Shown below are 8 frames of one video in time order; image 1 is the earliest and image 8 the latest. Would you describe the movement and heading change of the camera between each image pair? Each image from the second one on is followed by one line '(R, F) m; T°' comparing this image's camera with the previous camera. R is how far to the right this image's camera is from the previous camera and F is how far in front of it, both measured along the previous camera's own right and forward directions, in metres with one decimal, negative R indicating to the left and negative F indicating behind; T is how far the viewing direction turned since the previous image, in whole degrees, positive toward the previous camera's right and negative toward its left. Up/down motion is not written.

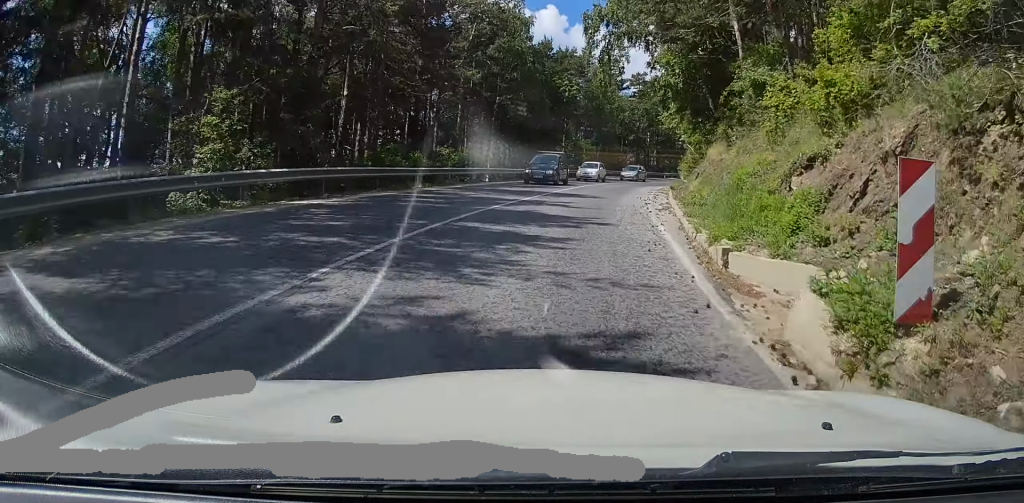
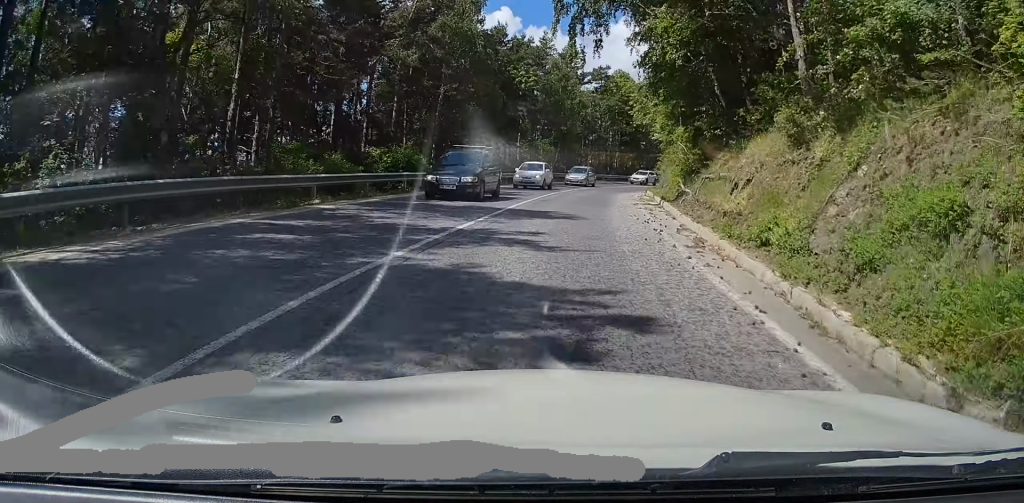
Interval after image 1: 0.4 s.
(+0.6, +9.2) m; +2°
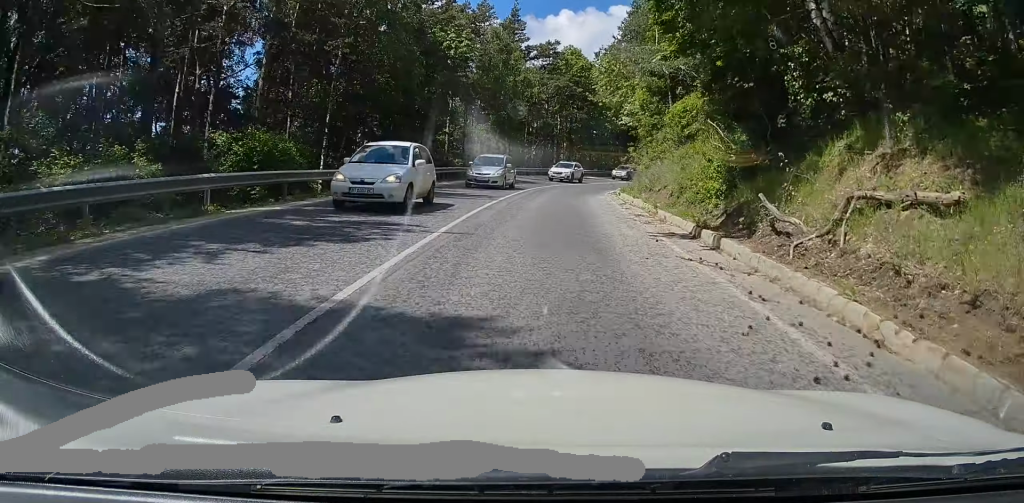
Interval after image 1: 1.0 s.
(+0.6, +14.7) m; +3°
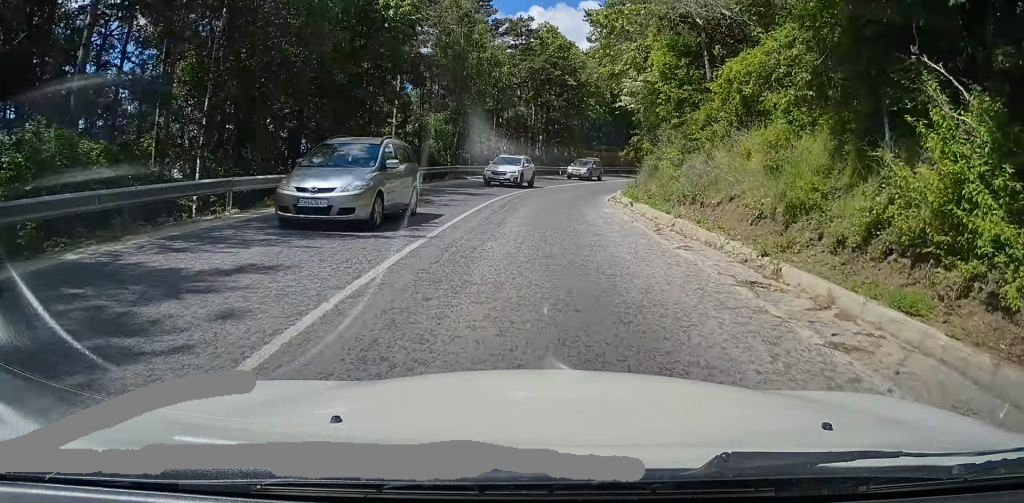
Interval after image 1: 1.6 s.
(0.0, +12.5) m; +2°
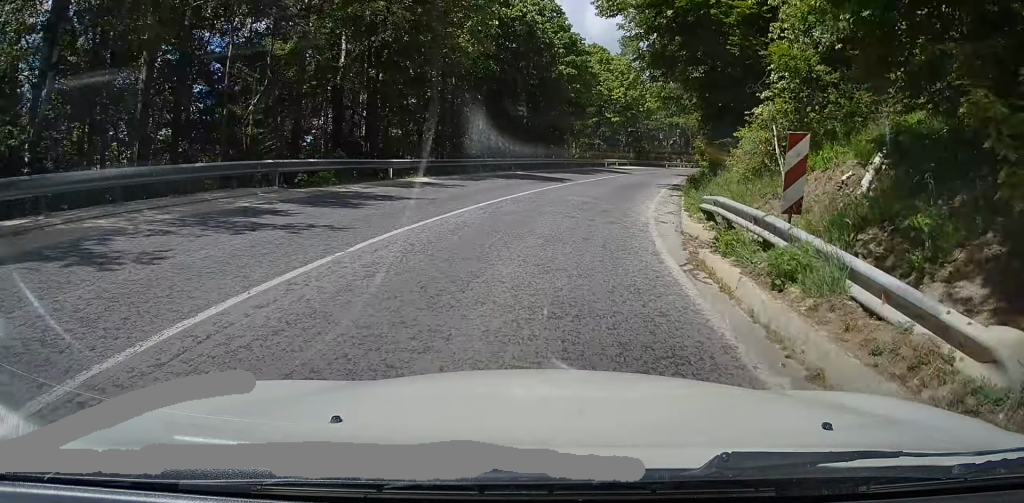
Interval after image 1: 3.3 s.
(+3.6, +38.6) m; +10°
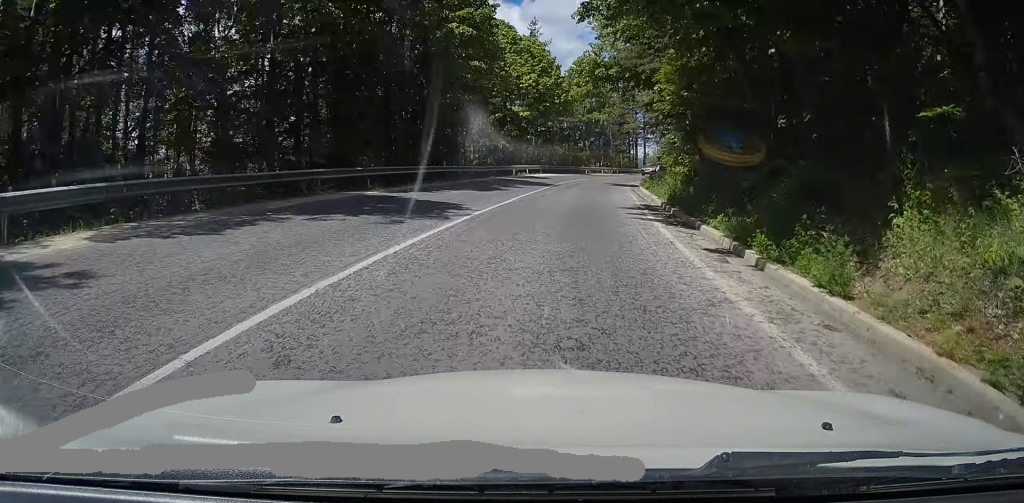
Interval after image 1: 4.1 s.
(+0.7, +18.5) m; +4°
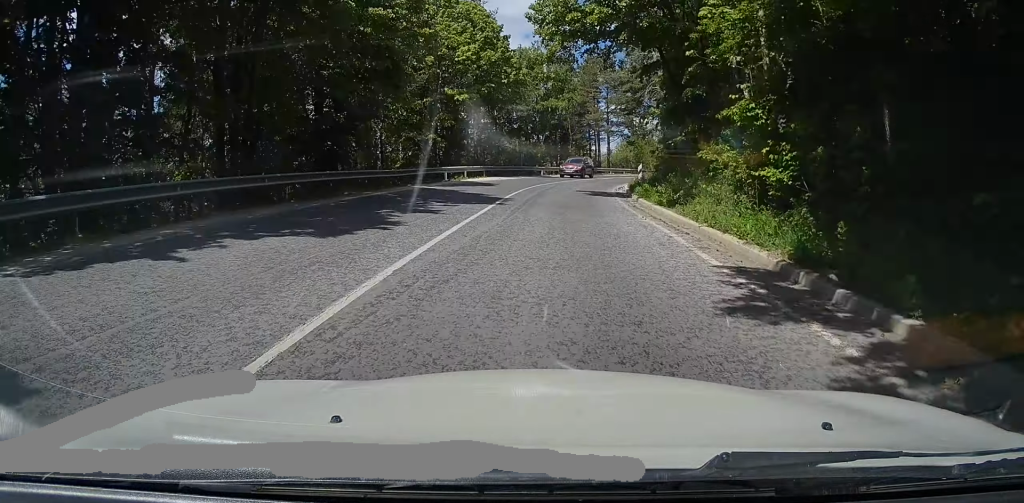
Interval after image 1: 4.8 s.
(-0.3, +16.2) m; +6°
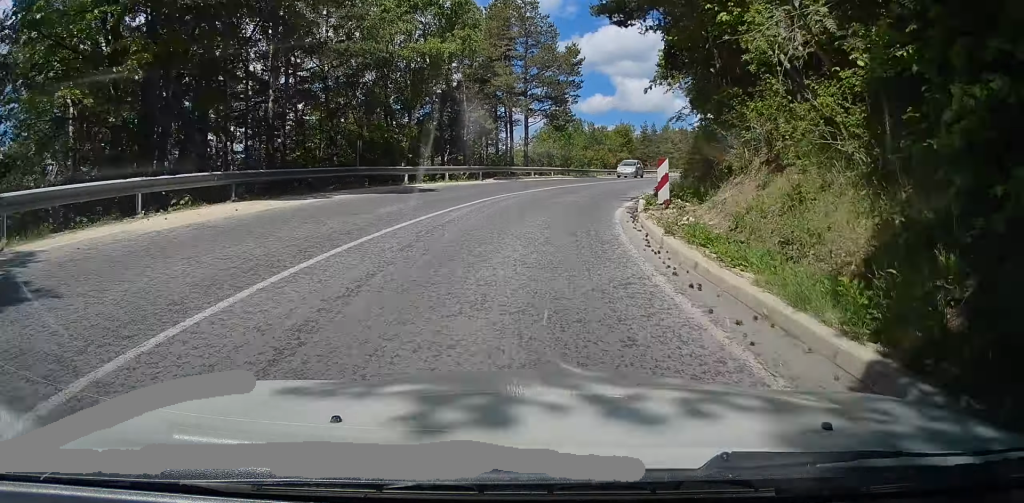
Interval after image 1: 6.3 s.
(+4.8, +30.4) m; +15°
